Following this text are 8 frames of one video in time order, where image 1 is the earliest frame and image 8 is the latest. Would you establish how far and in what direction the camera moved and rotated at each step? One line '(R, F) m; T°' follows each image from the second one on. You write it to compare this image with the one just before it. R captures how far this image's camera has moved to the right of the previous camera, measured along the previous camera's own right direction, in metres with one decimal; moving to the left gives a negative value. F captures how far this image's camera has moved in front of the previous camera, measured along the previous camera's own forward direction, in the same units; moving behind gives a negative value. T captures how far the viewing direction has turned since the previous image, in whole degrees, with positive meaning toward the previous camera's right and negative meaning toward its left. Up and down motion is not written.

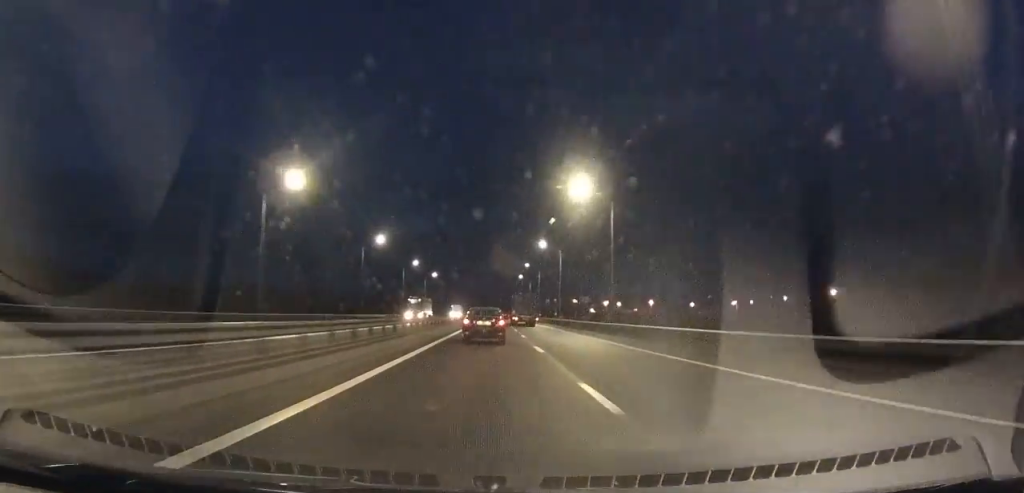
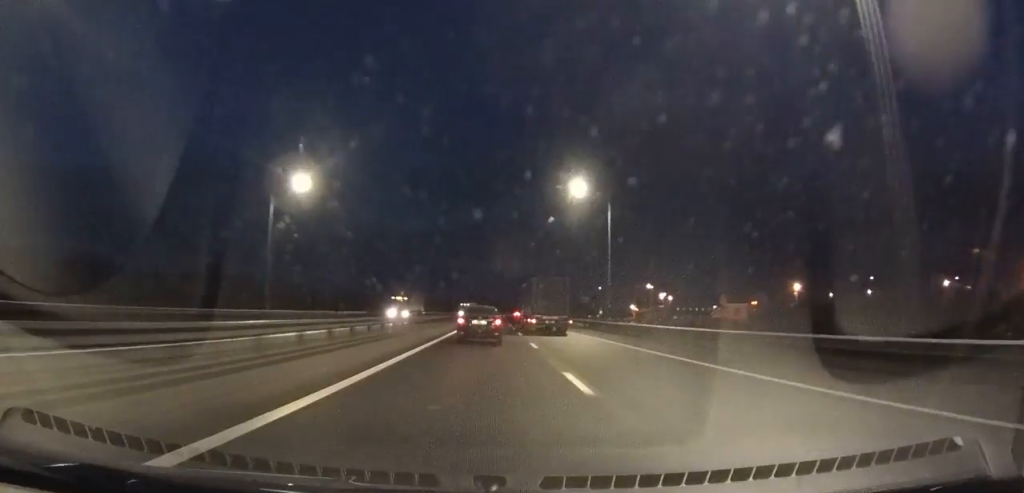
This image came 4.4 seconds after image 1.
(-0.2, +115.6) m; 0°
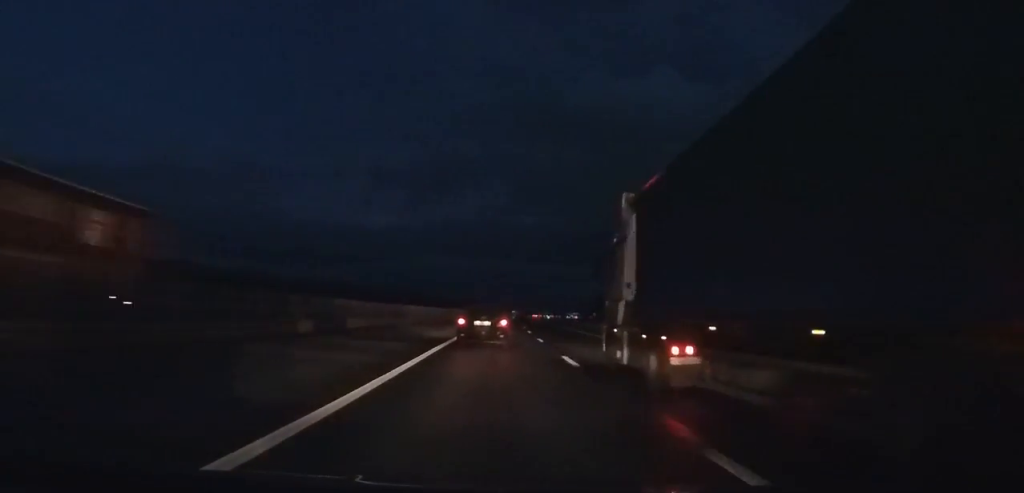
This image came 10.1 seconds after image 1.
(+1.4, +148.7) m; +2°
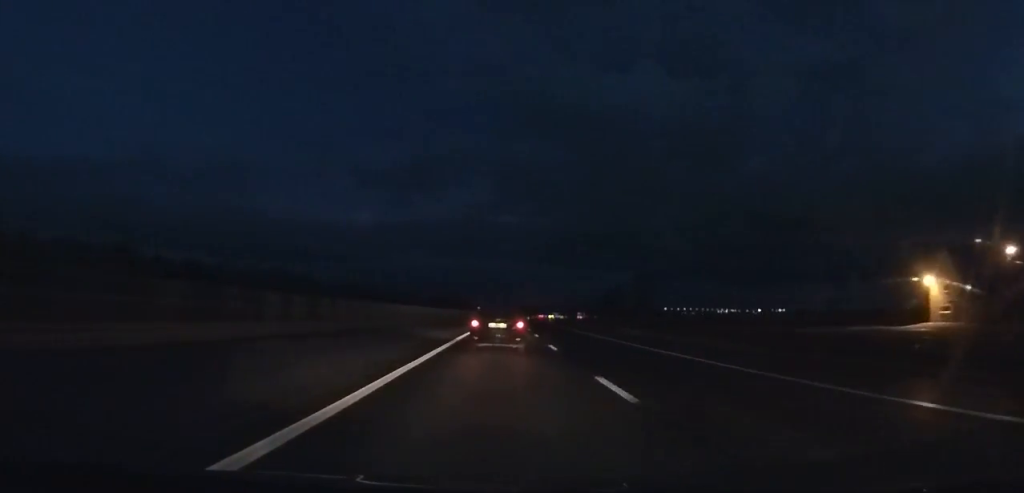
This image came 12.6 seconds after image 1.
(+1.1, +64.7) m; +2°
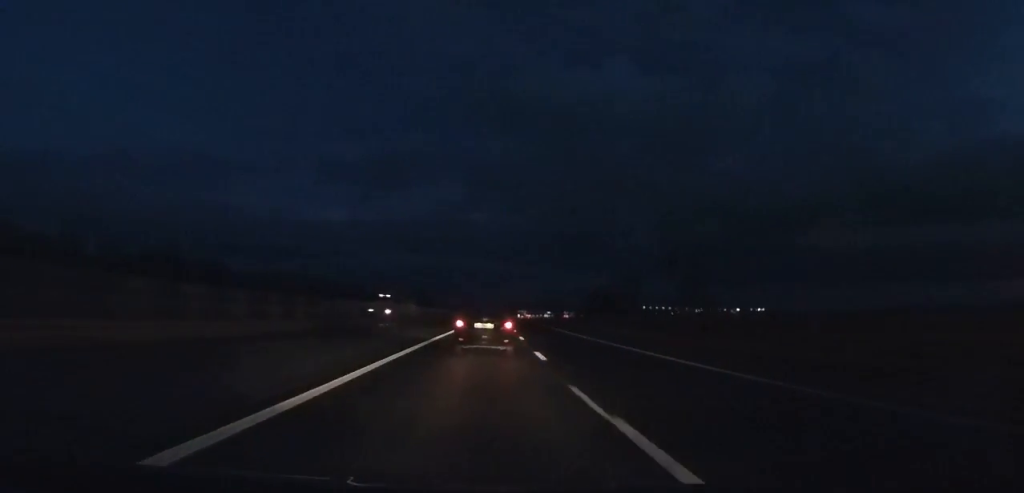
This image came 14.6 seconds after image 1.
(+0.6, +51.6) m; +2°
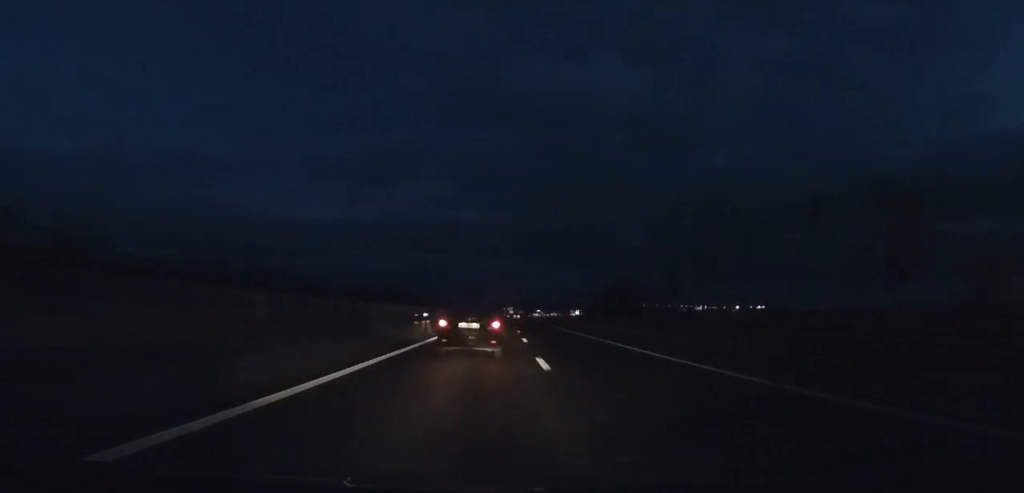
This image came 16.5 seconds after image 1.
(+0.7, +48.8) m; +2°
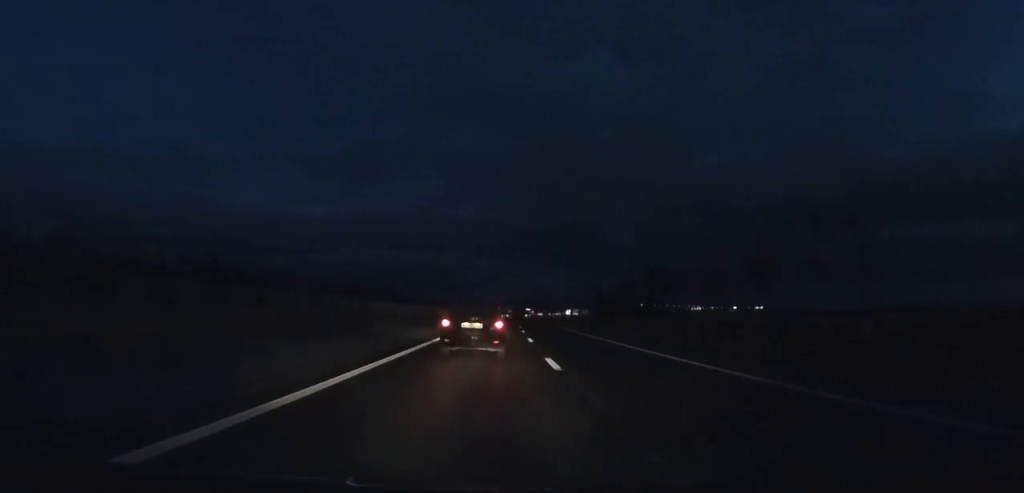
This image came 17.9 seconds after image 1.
(+0.4, +35.6) m; +1°
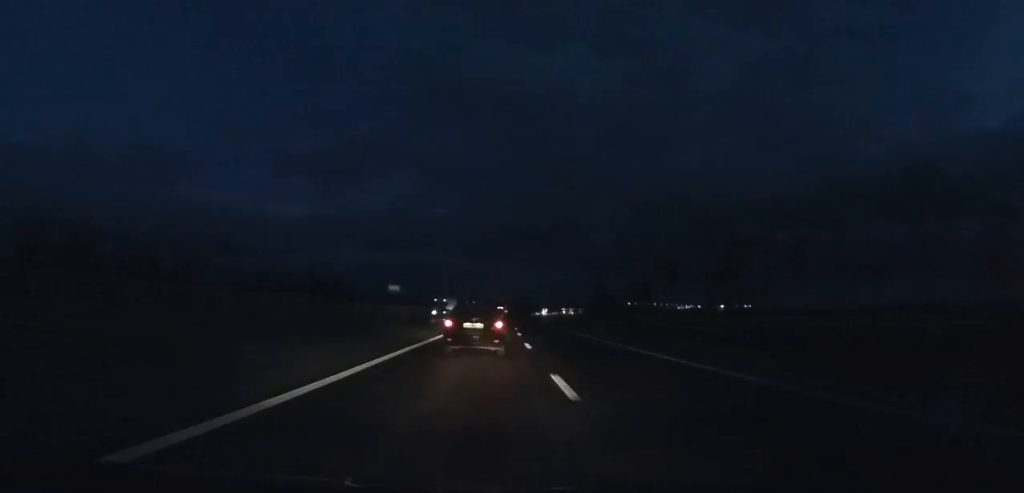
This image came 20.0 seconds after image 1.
(+0.4, +53.1) m; +1°
